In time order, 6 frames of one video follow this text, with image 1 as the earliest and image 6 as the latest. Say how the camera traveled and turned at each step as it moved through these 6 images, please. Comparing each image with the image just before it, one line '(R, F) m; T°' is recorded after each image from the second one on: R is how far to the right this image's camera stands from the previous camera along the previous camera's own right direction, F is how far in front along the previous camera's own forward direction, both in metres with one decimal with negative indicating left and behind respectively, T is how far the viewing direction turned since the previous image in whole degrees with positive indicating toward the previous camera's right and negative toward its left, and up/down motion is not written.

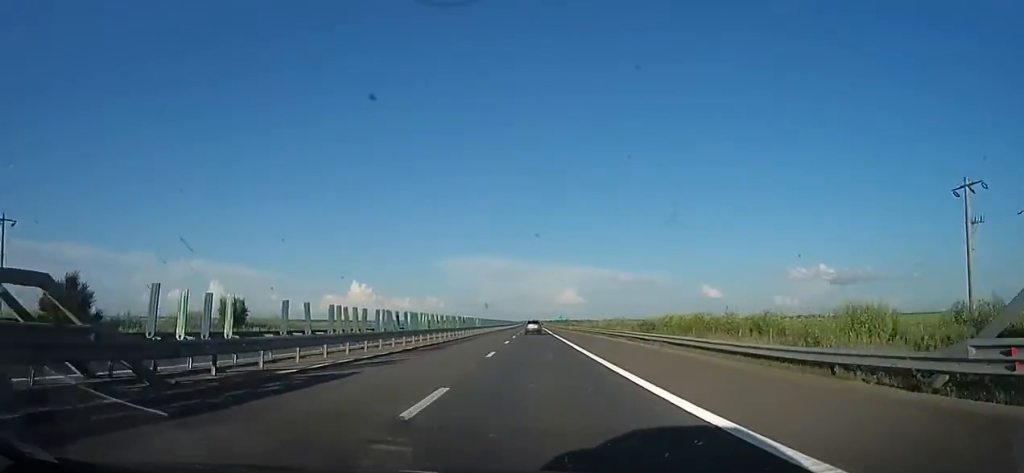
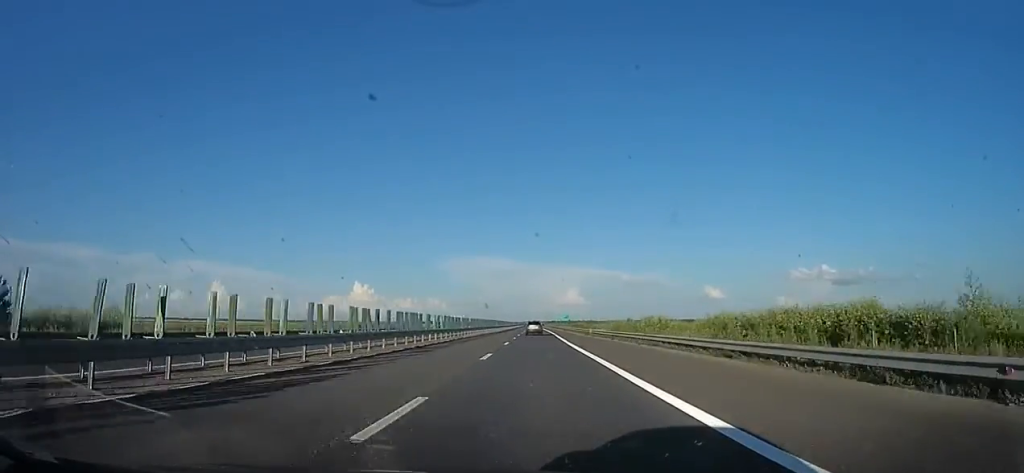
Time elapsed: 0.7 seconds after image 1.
(0.0, +25.3) m; -1°
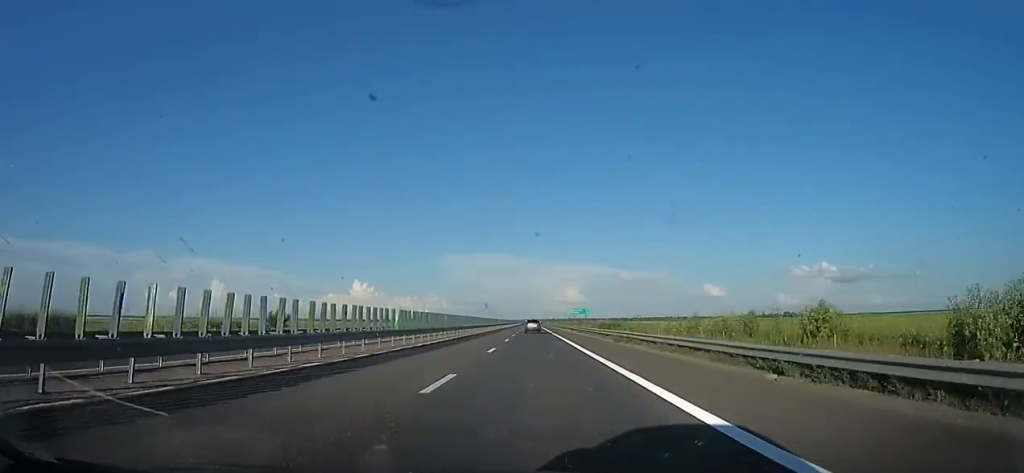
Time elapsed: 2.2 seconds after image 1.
(-1.8, +56.7) m; -2°
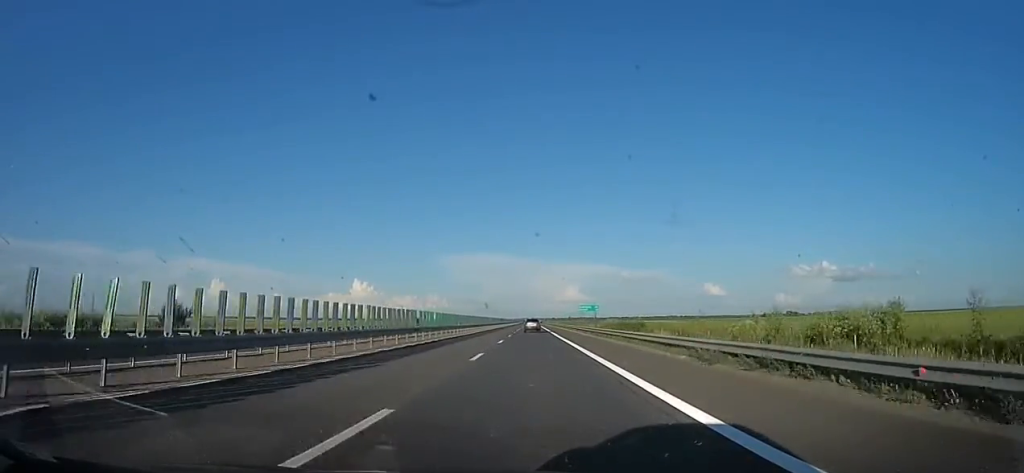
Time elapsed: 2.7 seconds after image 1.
(+0.3, +16.6) m; 0°
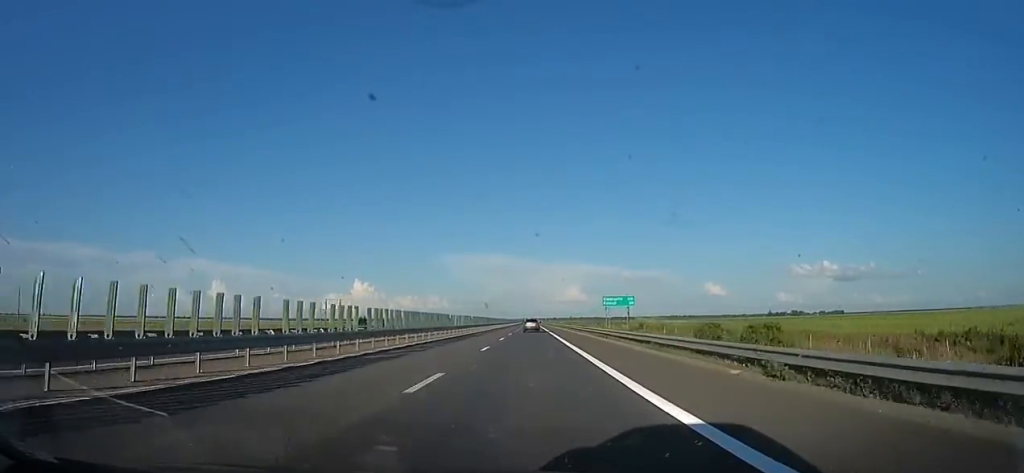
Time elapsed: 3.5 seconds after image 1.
(+0.8, +30.8) m; 0°
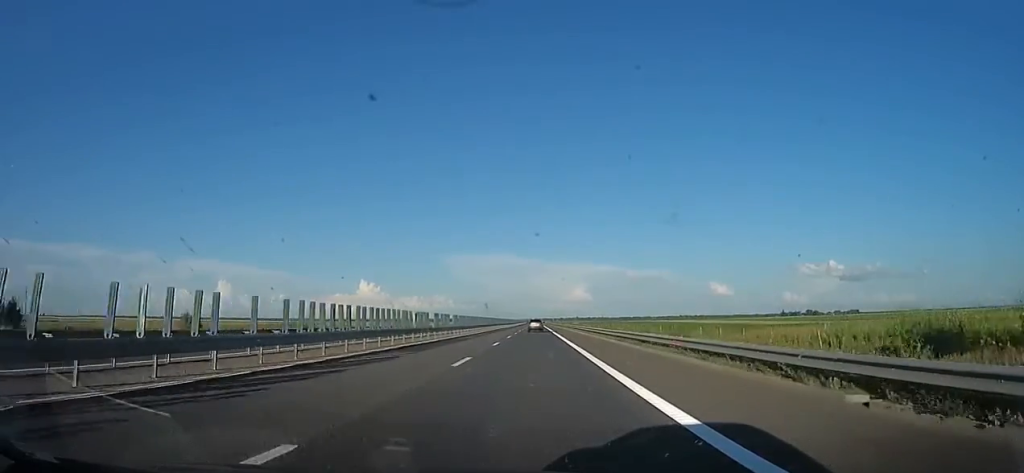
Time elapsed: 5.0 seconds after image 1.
(-0.3, +55.2) m; +1°
